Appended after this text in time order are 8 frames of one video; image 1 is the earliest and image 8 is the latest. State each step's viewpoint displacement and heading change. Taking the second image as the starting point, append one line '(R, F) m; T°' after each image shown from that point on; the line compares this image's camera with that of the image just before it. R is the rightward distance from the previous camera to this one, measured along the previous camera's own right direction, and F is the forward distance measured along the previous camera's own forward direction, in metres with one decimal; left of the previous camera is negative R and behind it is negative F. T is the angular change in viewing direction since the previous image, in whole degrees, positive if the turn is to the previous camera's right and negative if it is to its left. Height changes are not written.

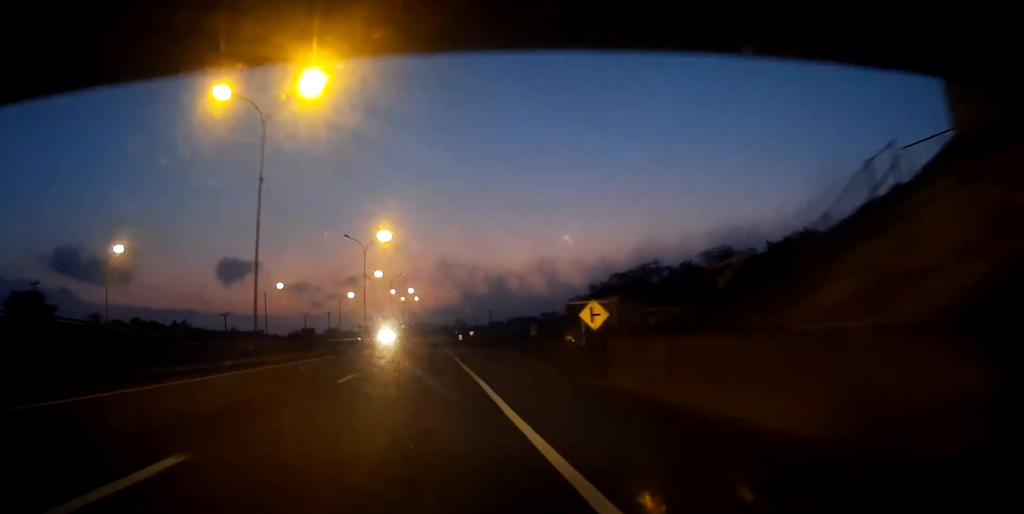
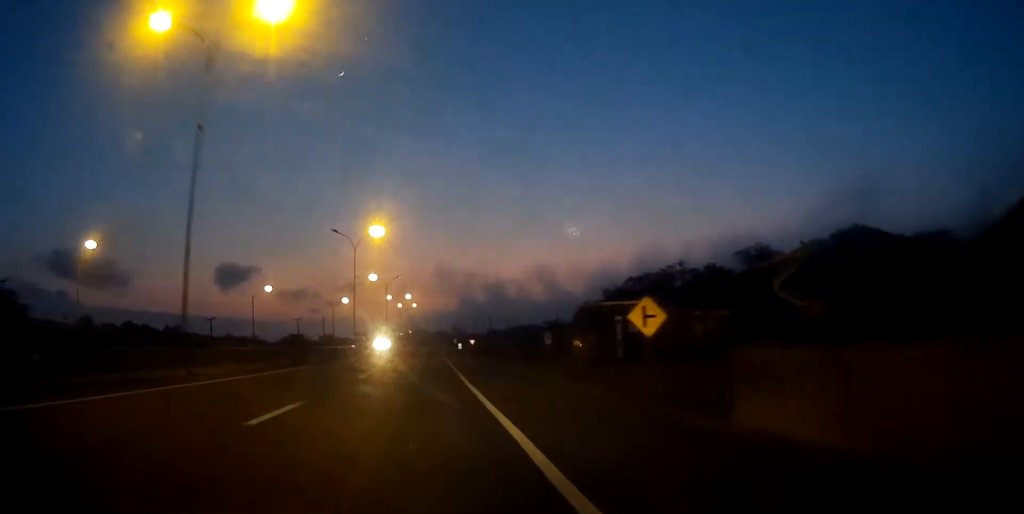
(0.0, +8.6) m; 0°
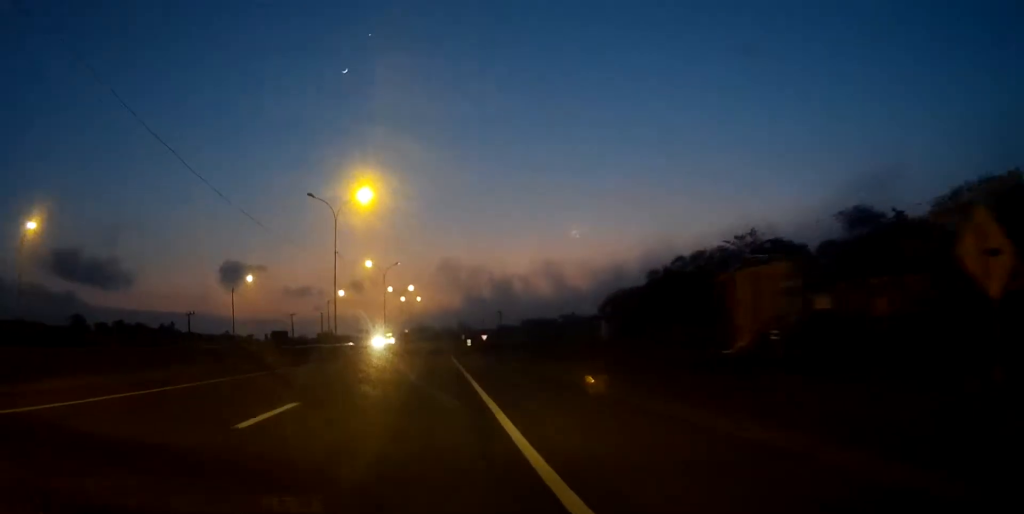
(0.0, +15.9) m; -1°
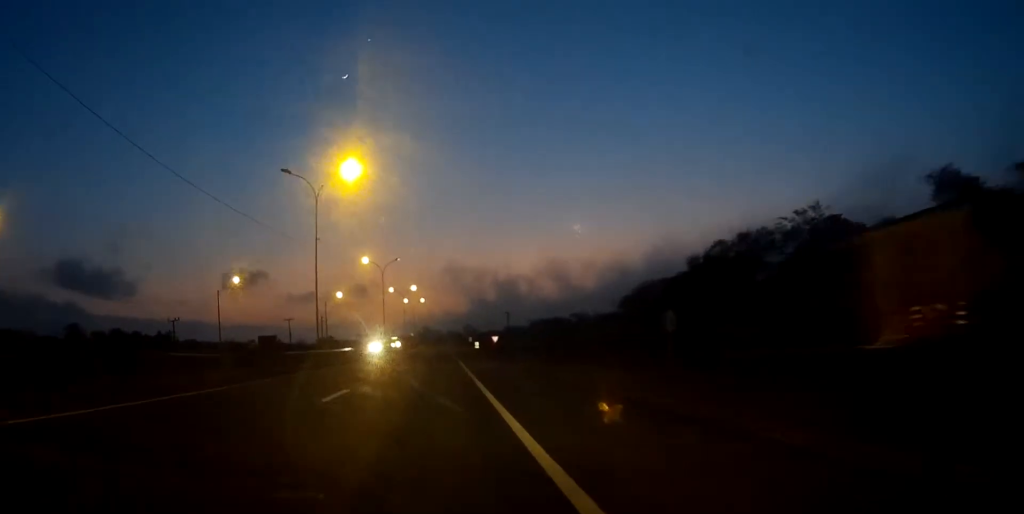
(0.0, +9.7) m; -1°
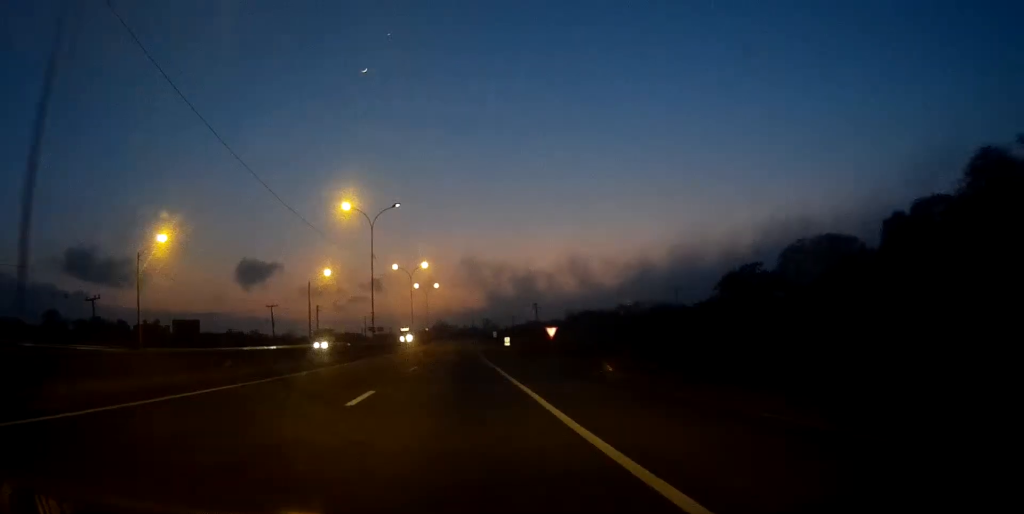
(-0.2, +33.5) m; 0°
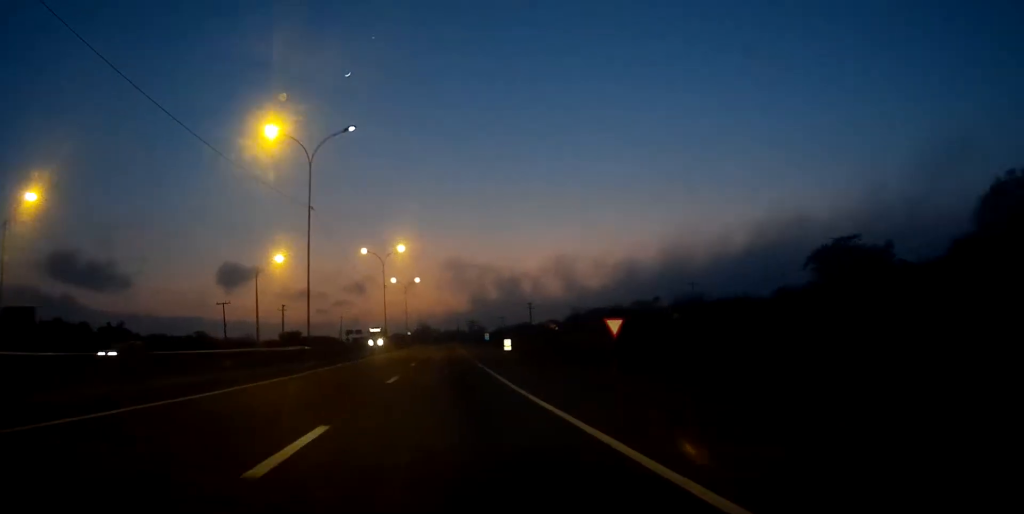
(+0.2, +22.9) m; +1°
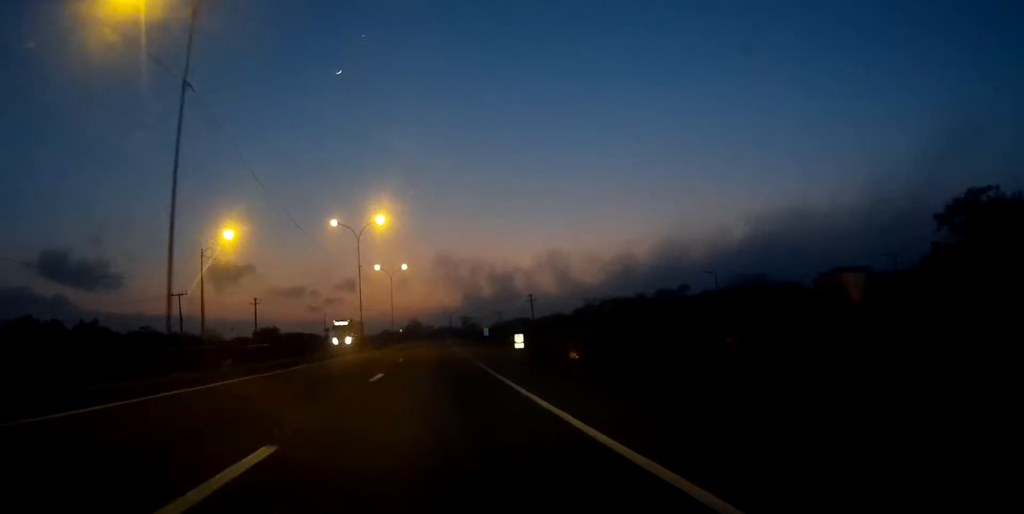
(+0.1, +18.2) m; 0°
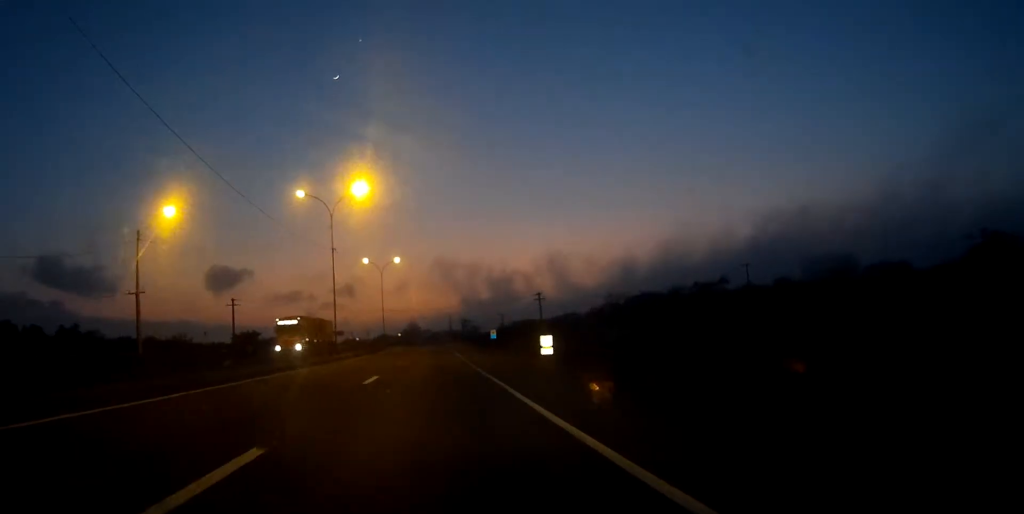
(+0.1, +15.6) m; 0°
